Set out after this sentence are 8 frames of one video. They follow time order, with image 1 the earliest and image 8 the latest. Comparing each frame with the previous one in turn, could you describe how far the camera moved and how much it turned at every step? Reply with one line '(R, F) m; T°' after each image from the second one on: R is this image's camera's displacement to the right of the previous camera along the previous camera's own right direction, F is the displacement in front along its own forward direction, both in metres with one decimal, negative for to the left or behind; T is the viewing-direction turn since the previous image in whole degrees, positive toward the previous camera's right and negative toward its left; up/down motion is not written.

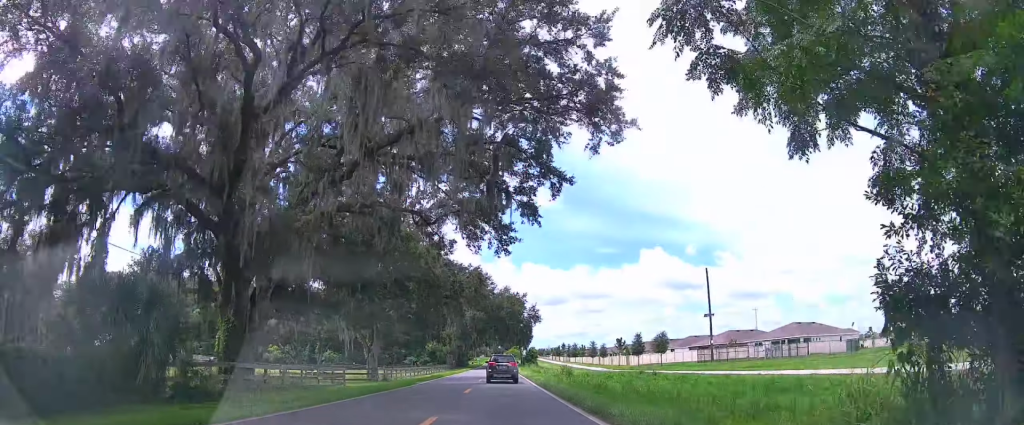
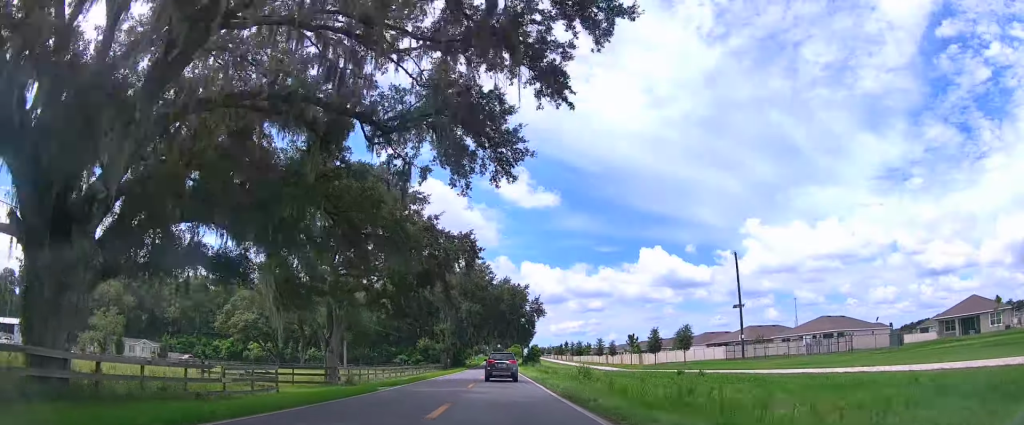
(0.0, +10.2) m; 0°
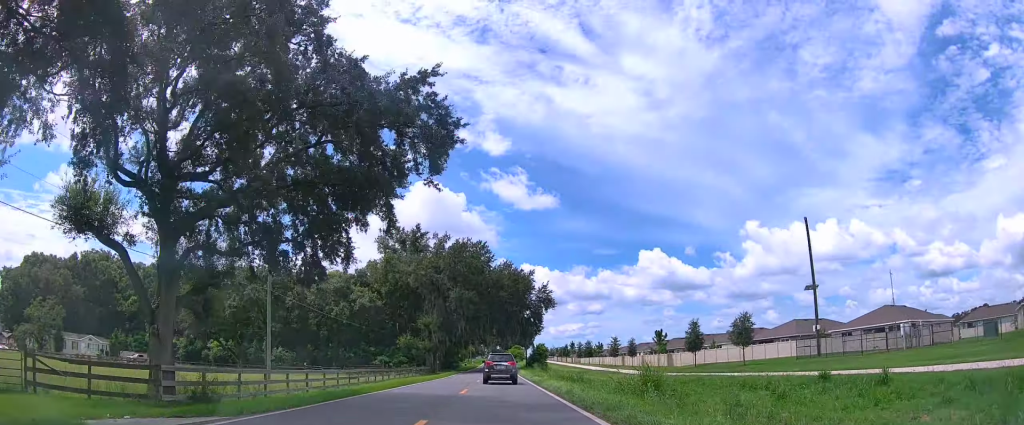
(+0.1, +16.7) m; +3°
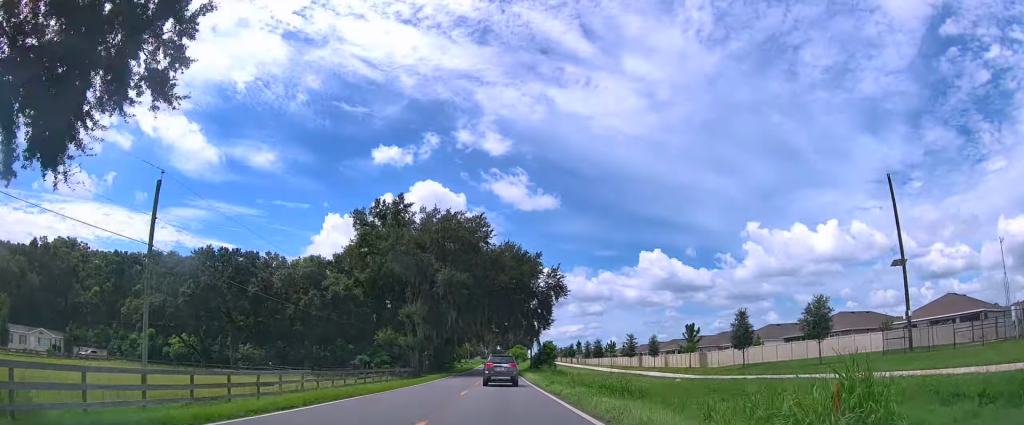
(+0.6, +12.5) m; 0°
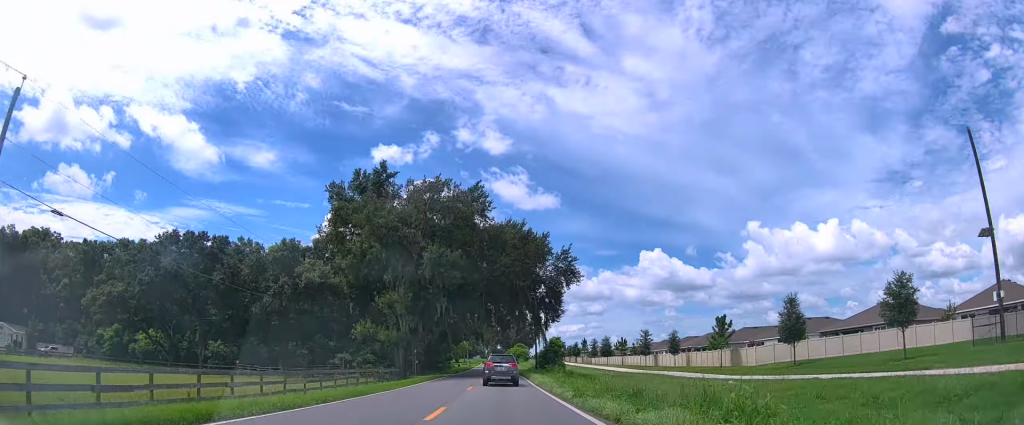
(-0.3, +8.6) m; 0°
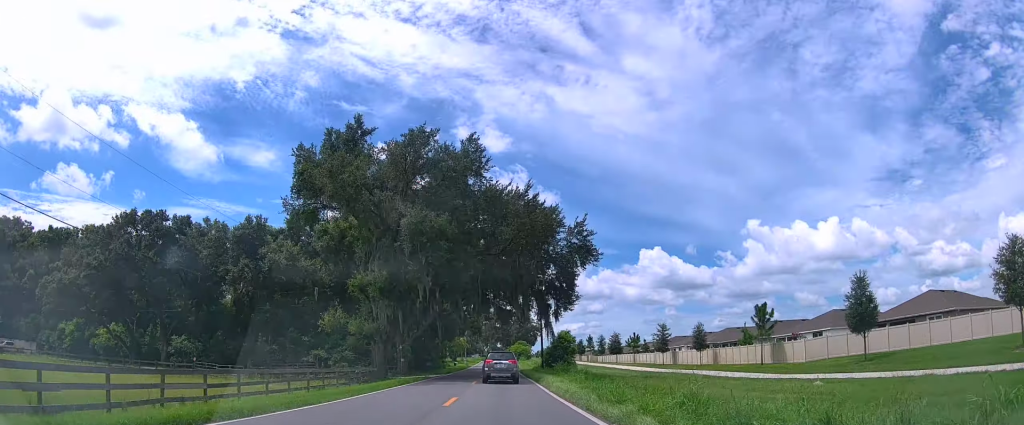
(-0.1, +8.4) m; 0°
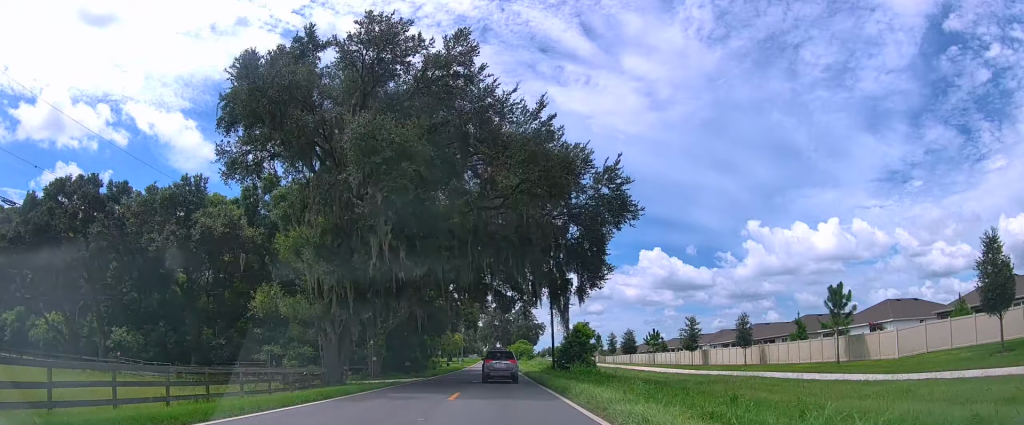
(+0.3, +10.5) m; +1°
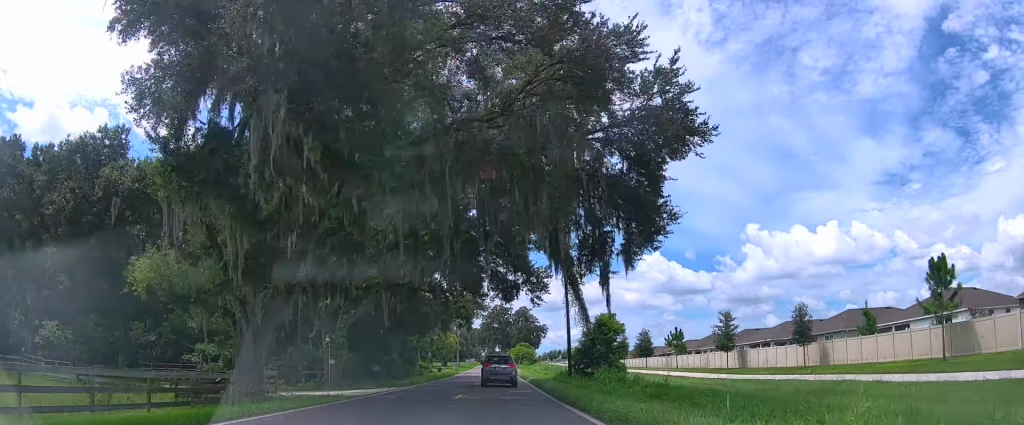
(-0.2, +8.7) m; -2°
